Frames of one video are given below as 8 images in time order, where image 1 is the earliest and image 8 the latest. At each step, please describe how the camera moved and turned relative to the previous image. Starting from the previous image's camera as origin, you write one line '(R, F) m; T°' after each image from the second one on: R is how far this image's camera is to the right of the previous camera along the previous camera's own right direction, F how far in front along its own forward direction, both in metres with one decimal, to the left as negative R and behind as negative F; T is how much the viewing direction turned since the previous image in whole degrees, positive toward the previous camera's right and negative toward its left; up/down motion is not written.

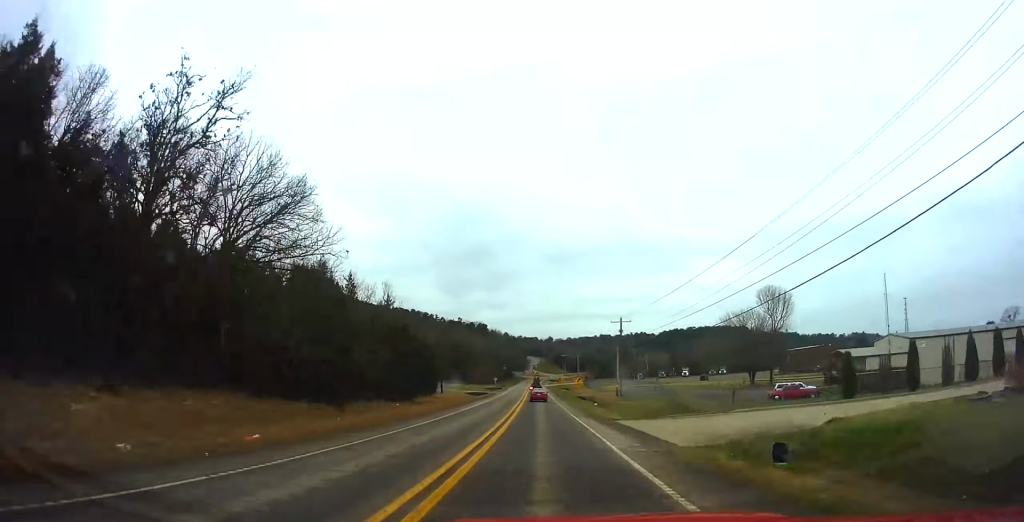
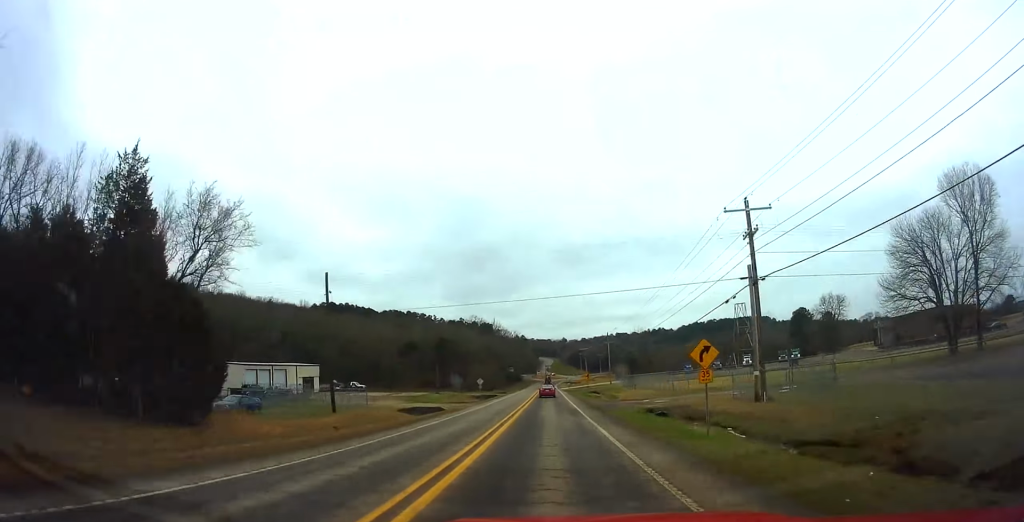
(-1.3, +52.3) m; -2°
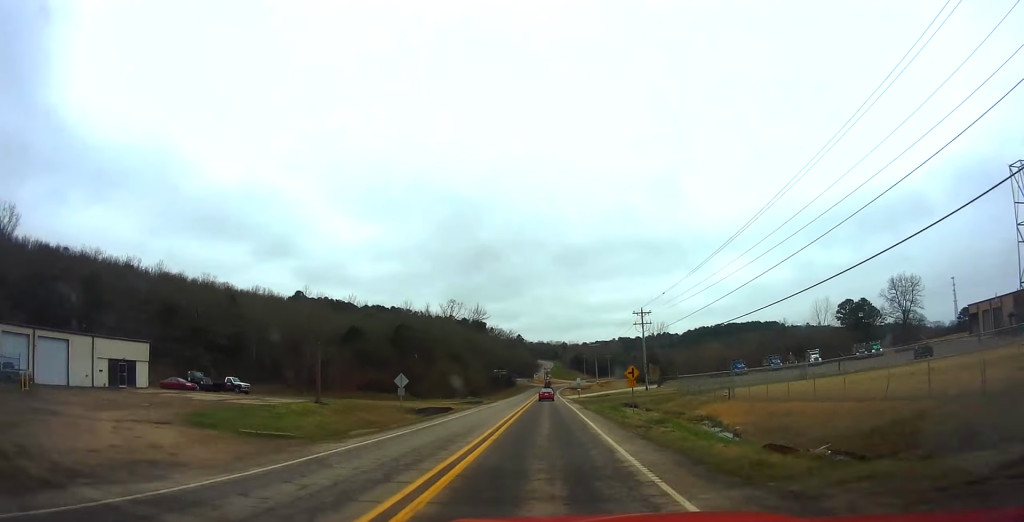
(-0.5, +42.1) m; -1°
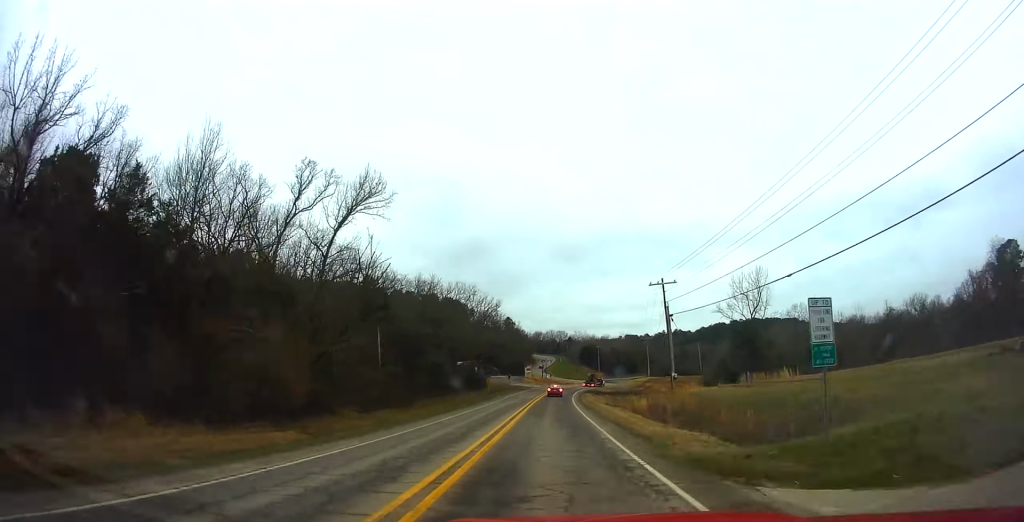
(-0.1, +89.2) m; +1°
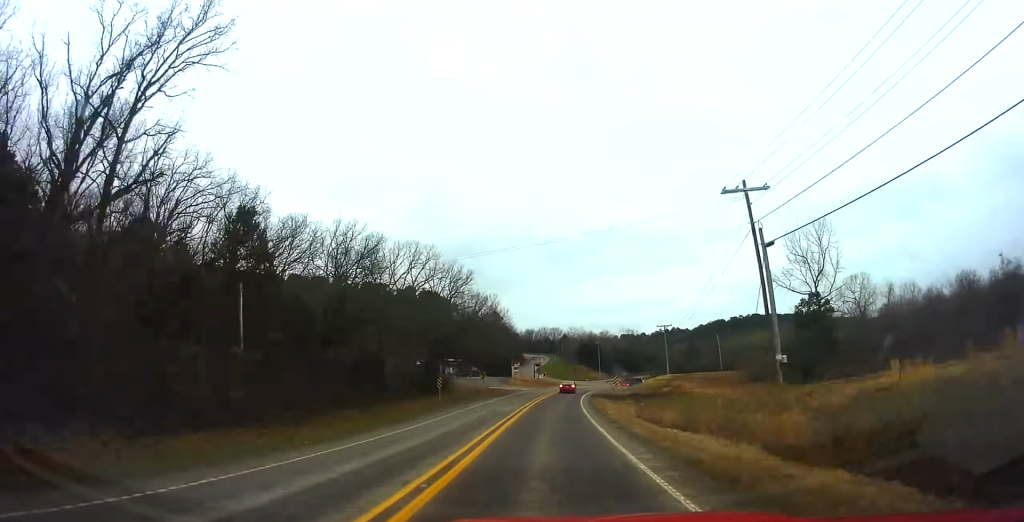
(-0.4, +28.7) m; +1°
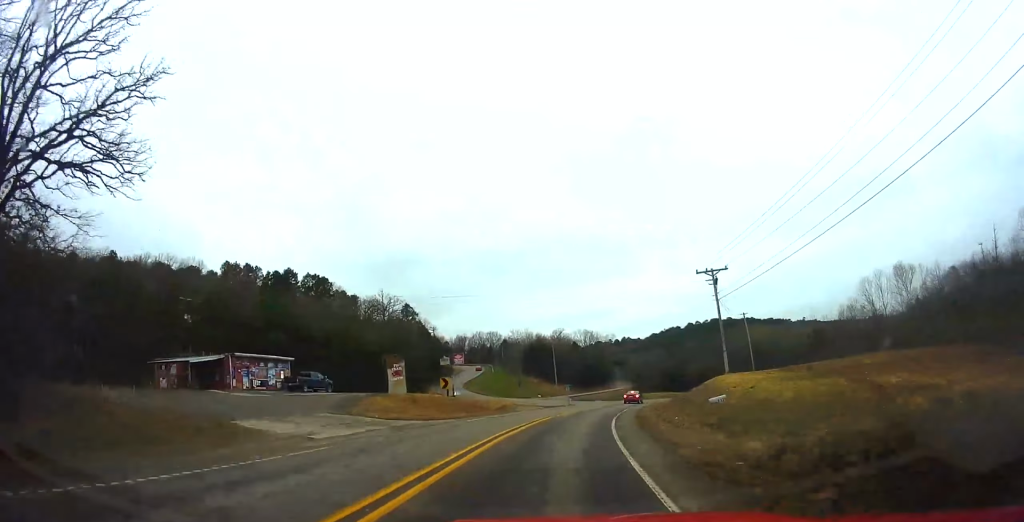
(+1.9, +60.6) m; +6°
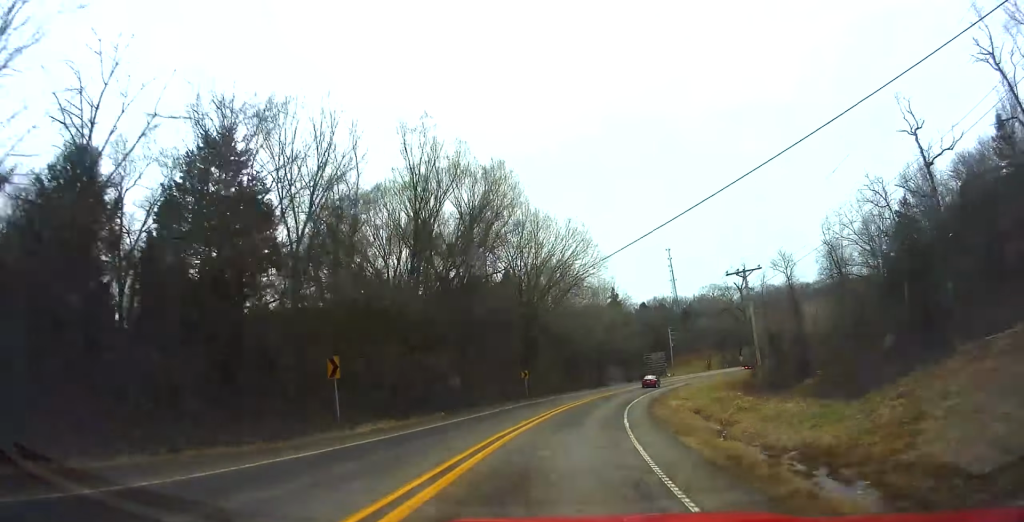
(+34.0, +128.5) m; +36°
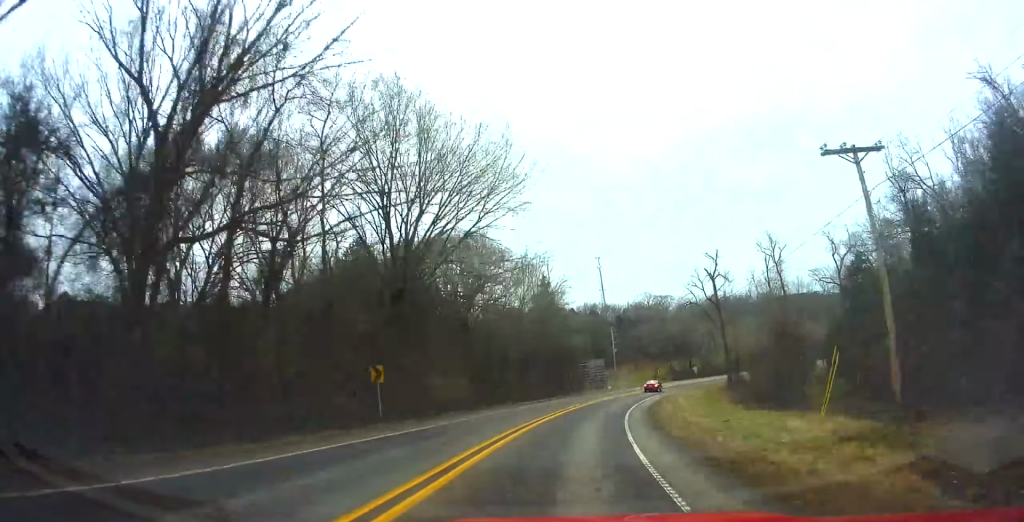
(+2.2, +26.7) m; +9°
